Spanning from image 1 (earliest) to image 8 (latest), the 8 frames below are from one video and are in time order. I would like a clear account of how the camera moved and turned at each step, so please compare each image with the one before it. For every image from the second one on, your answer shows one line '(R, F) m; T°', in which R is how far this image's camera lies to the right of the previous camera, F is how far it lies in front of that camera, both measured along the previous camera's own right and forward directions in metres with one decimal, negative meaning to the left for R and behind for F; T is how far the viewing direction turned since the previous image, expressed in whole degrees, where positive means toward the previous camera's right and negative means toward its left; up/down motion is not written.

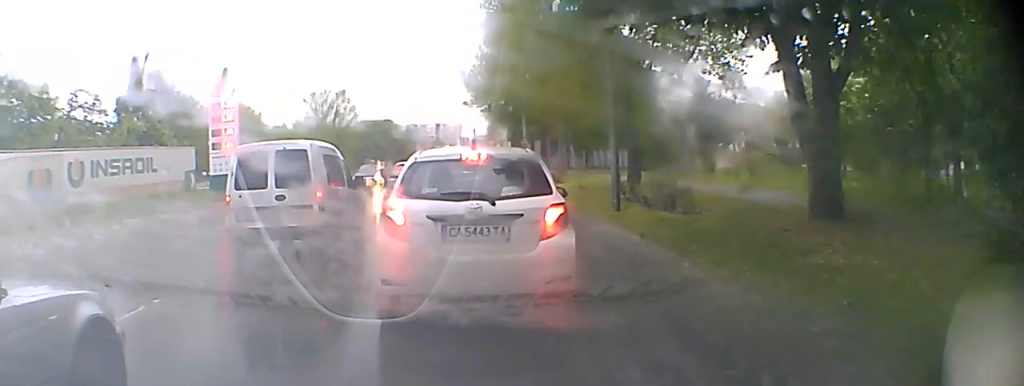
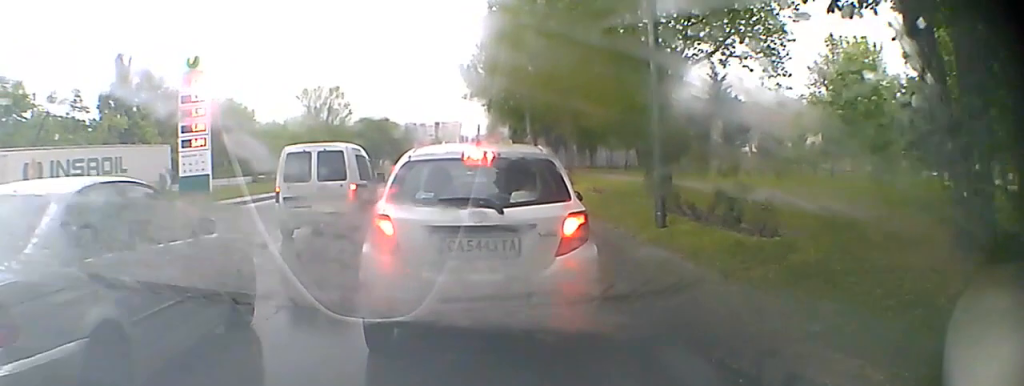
(0.0, +2.2) m; +1°
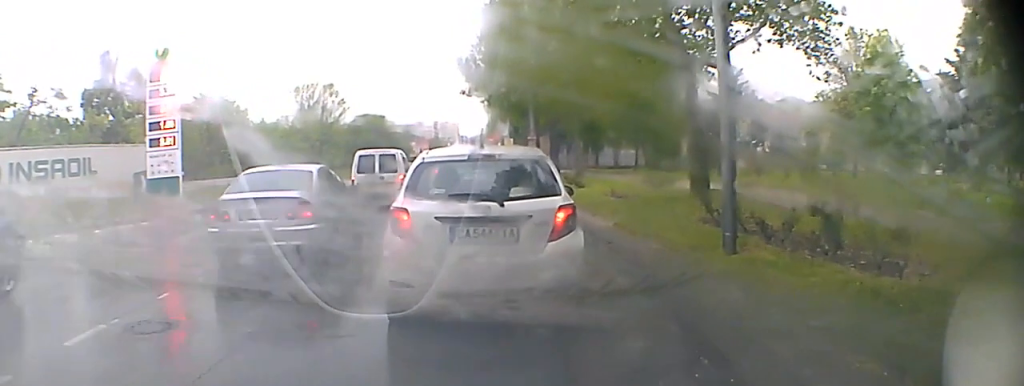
(0.0, +5.9) m; 0°
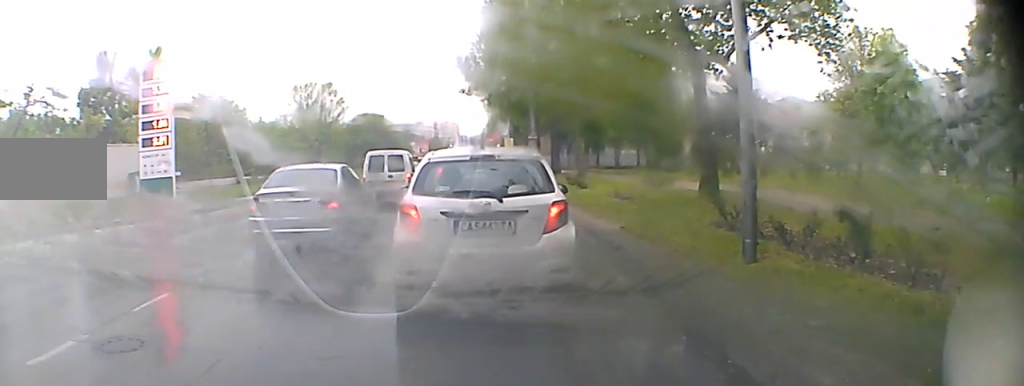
(0.0, +1.7) m; 0°
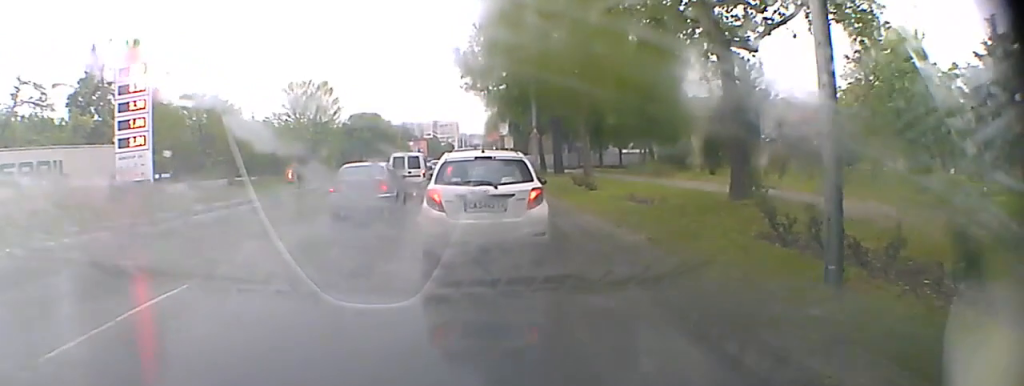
(+0.1, +5.8) m; +1°
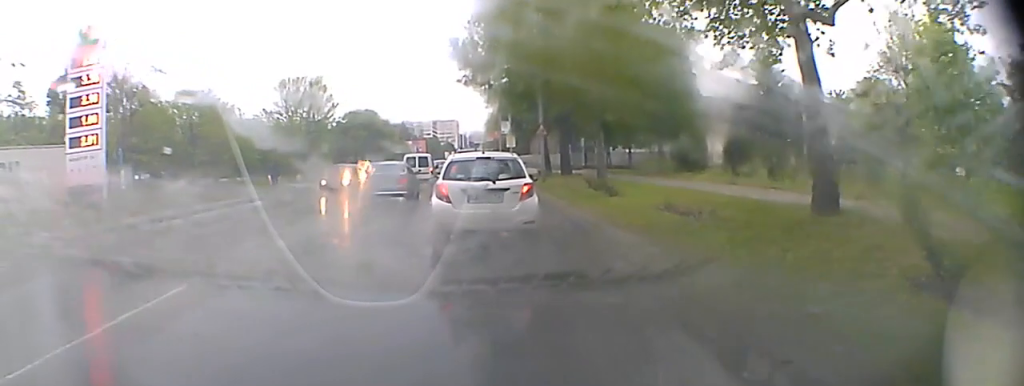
(0.0, +6.3) m; -1°
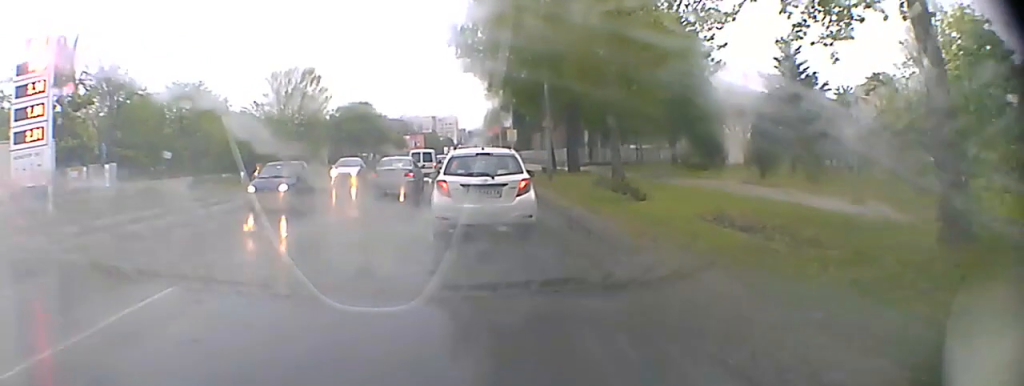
(0.0, +4.5) m; -1°
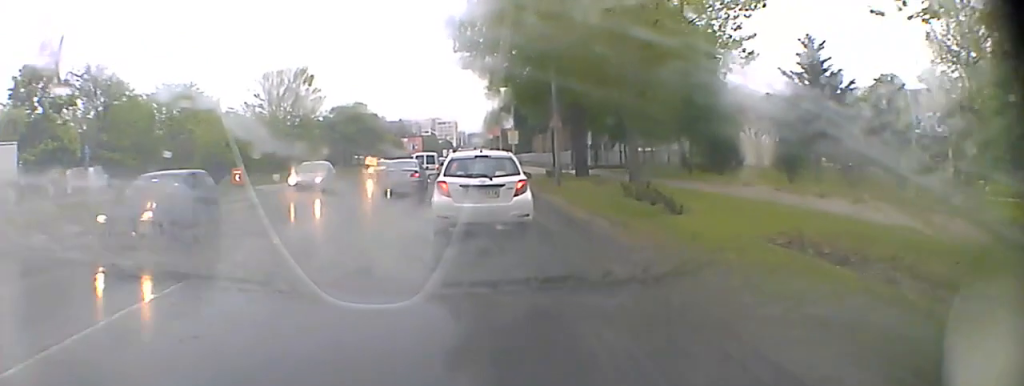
(0.0, +4.1) m; -1°
